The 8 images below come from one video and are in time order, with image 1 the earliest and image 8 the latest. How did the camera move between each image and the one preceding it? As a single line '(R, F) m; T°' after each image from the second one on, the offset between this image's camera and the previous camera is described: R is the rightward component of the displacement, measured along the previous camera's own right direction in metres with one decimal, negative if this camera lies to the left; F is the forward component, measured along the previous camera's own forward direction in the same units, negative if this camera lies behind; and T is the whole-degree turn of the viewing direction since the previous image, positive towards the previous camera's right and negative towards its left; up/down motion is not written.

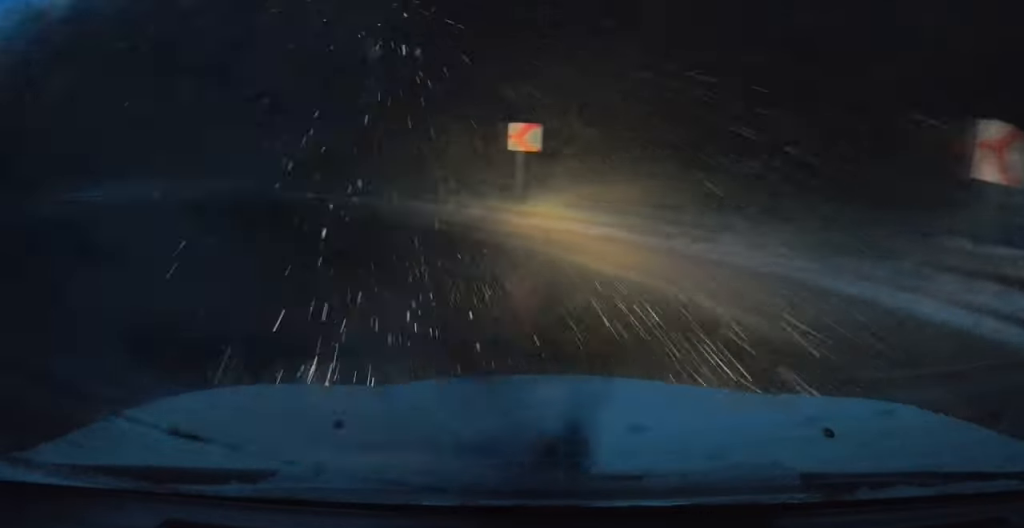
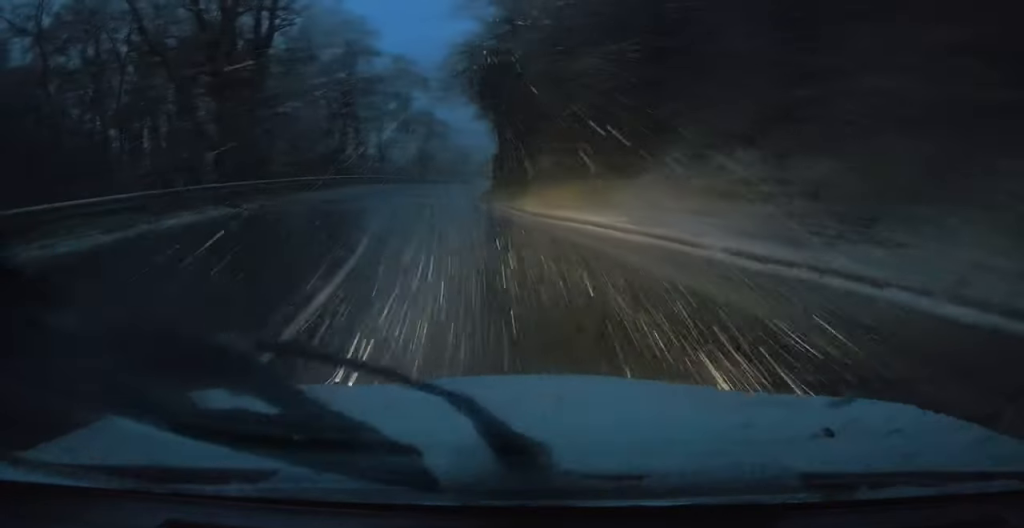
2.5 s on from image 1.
(-11.5, +21.9) m; -38°
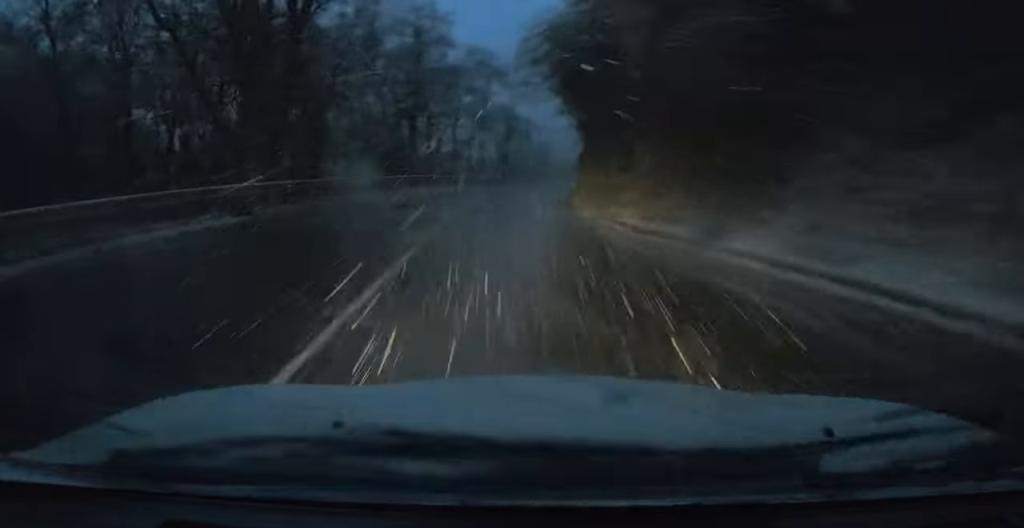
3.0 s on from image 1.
(+0.3, +5.8) m; -2°
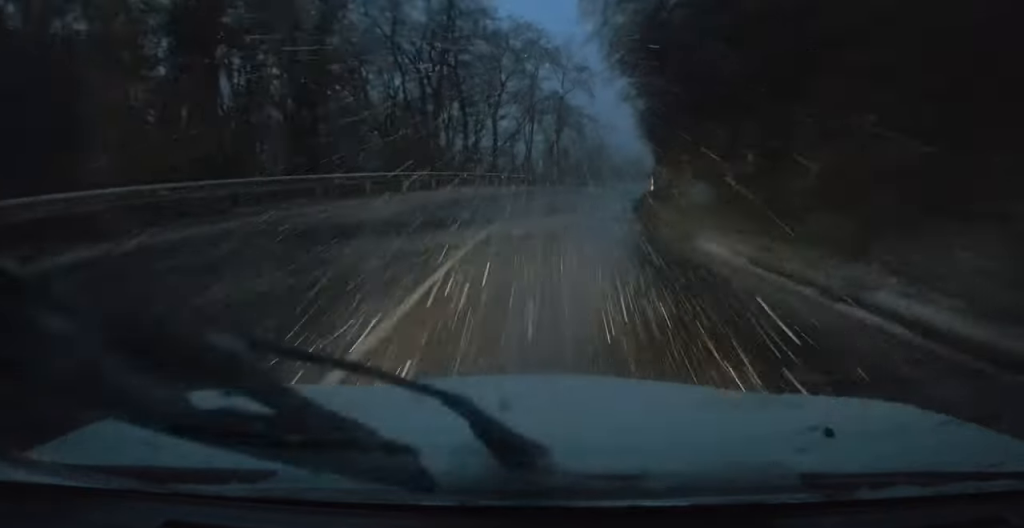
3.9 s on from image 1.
(-1.1, +11.2) m; -7°
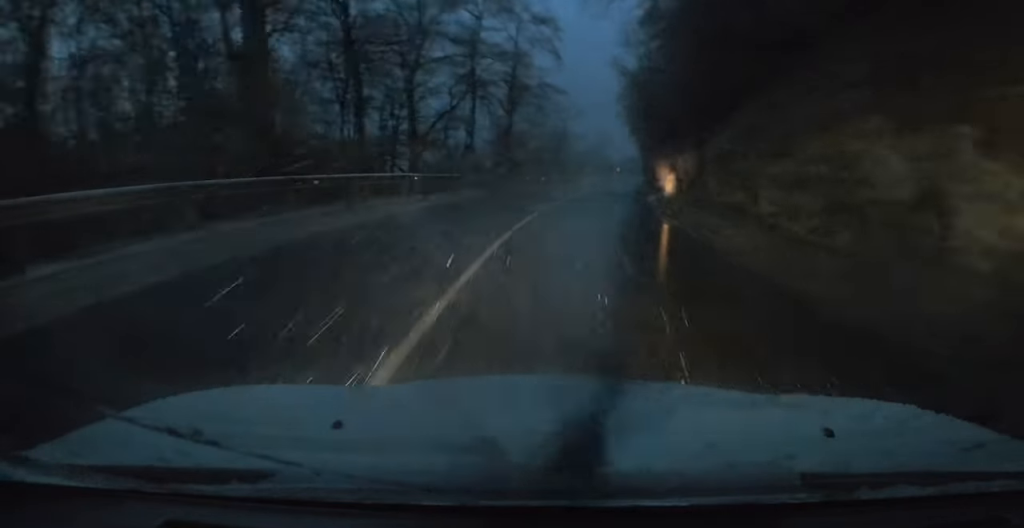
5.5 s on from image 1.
(-0.8, +19.6) m; -1°
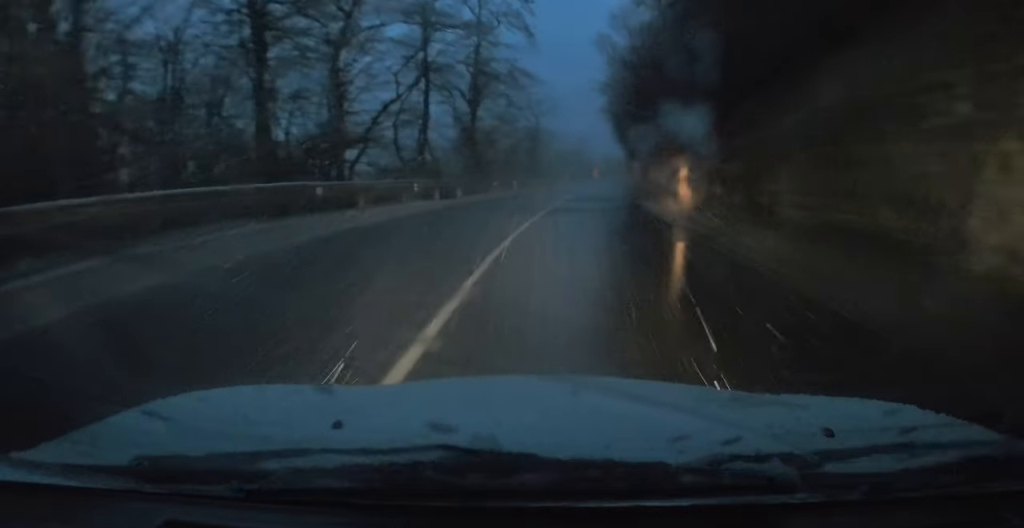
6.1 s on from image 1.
(0.0, +8.1) m; +1°
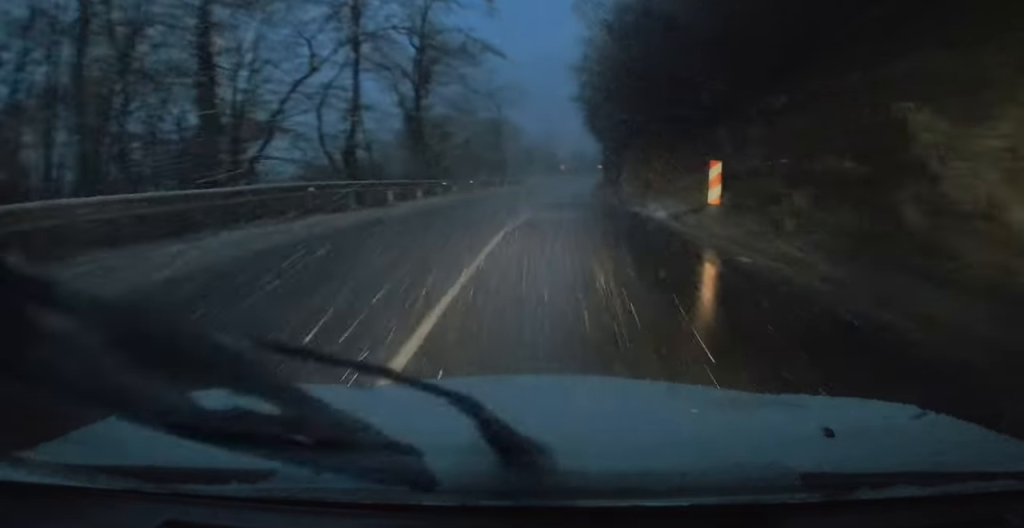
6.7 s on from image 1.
(+0.3, +7.6) m; 0°
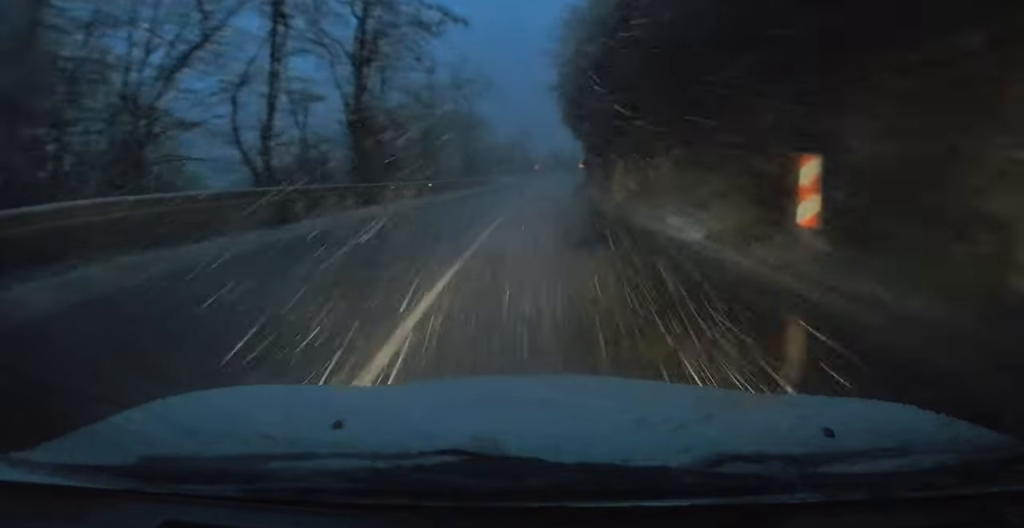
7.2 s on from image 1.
(0.0, +6.4) m; +1°
